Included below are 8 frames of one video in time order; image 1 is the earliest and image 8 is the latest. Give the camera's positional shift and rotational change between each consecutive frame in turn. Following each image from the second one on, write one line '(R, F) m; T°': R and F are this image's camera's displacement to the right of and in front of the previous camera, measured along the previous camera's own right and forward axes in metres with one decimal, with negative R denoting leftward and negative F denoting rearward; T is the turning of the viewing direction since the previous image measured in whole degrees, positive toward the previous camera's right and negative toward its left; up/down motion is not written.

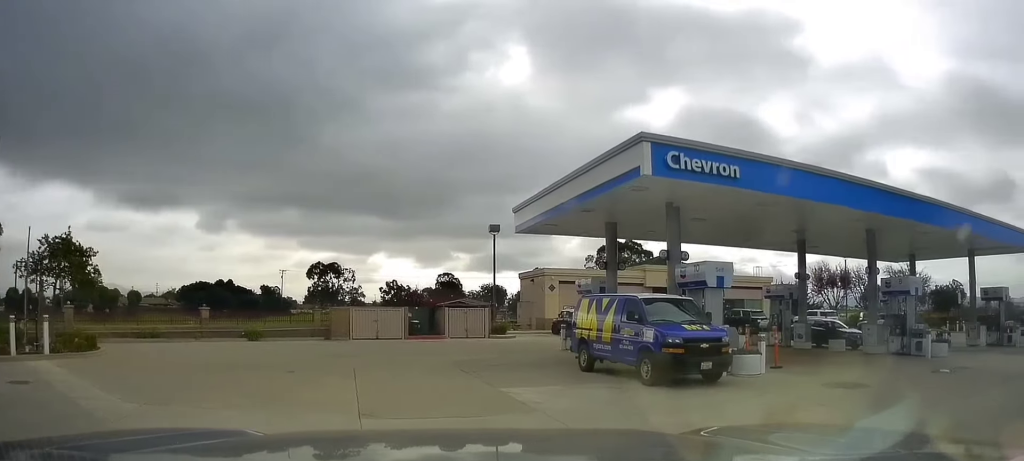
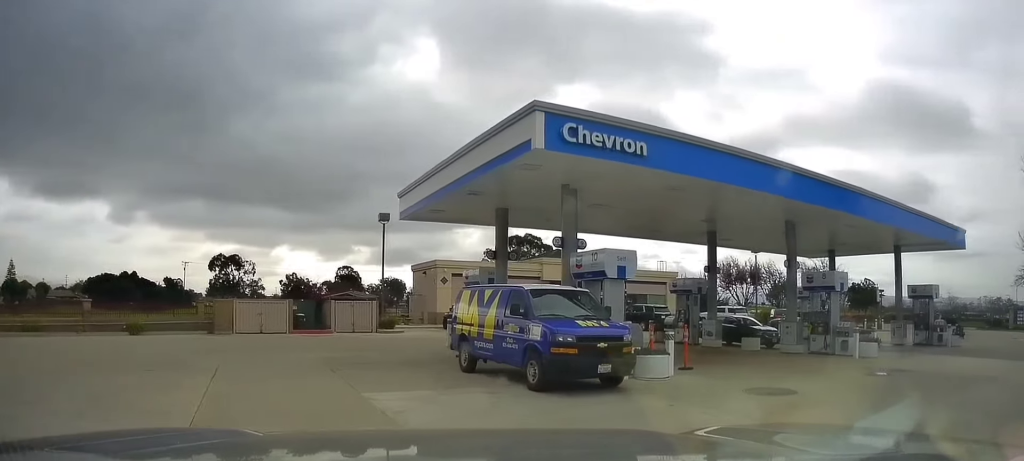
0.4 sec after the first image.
(+0.4, +2.1) m; +10°
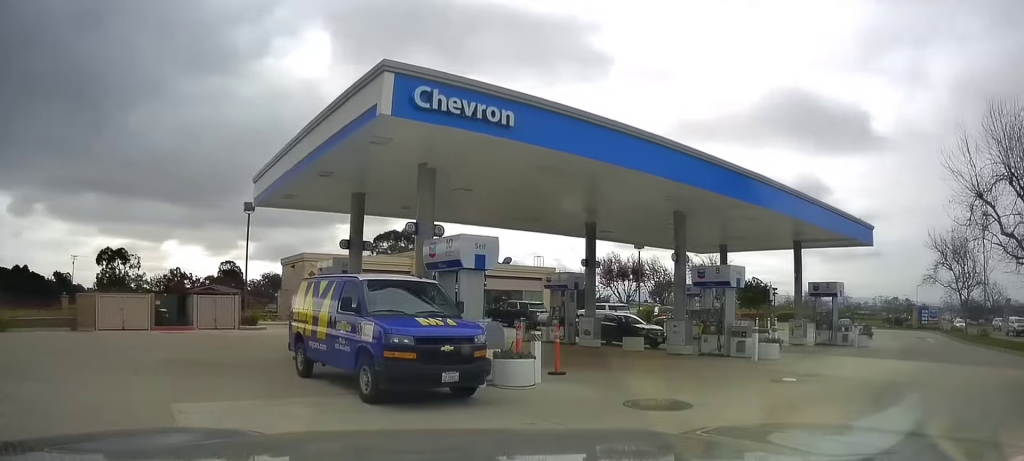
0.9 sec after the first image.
(+0.1, +2.3) m; +11°
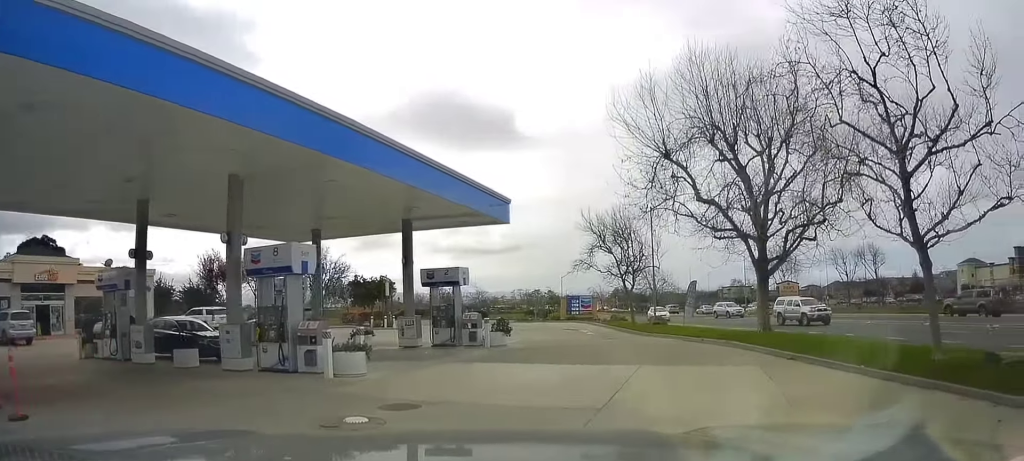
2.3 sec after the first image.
(+2.3, +5.5) m; +38°
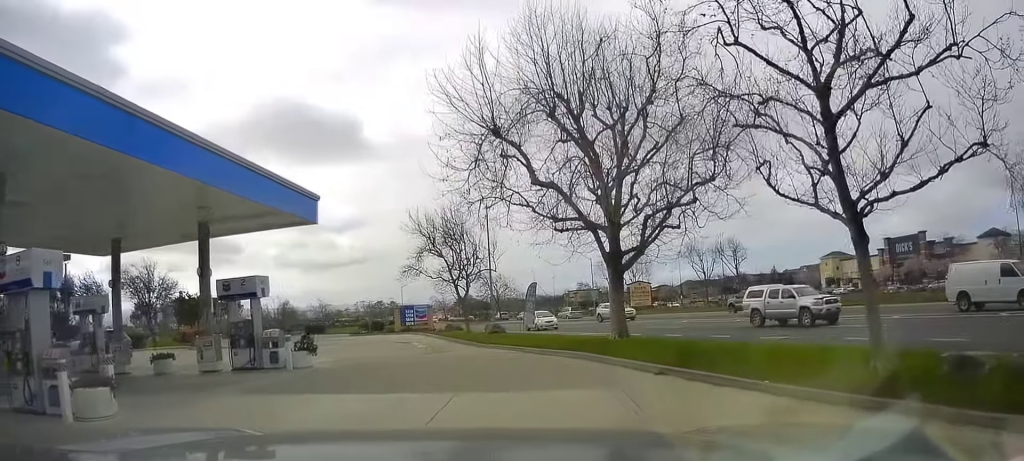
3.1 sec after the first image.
(+0.7, +3.8) m; +10°
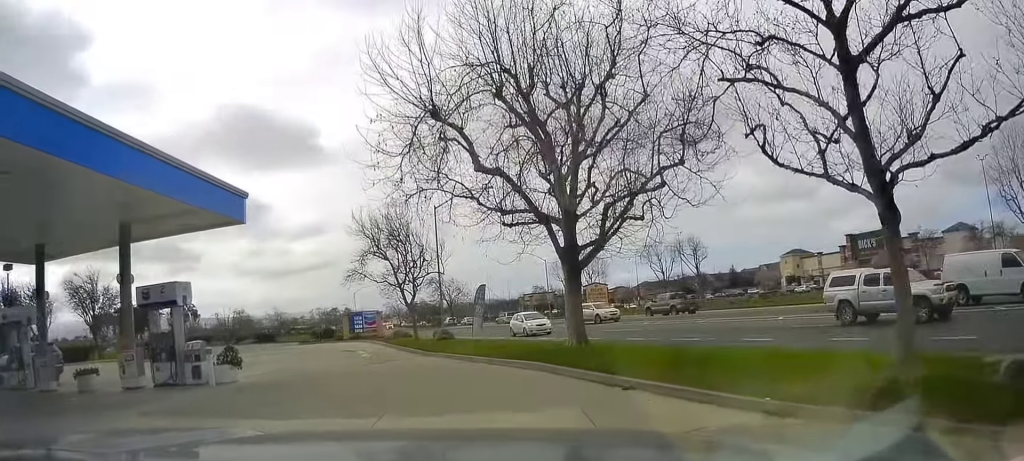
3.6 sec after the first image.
(-0.2, +2.3) m; +2°
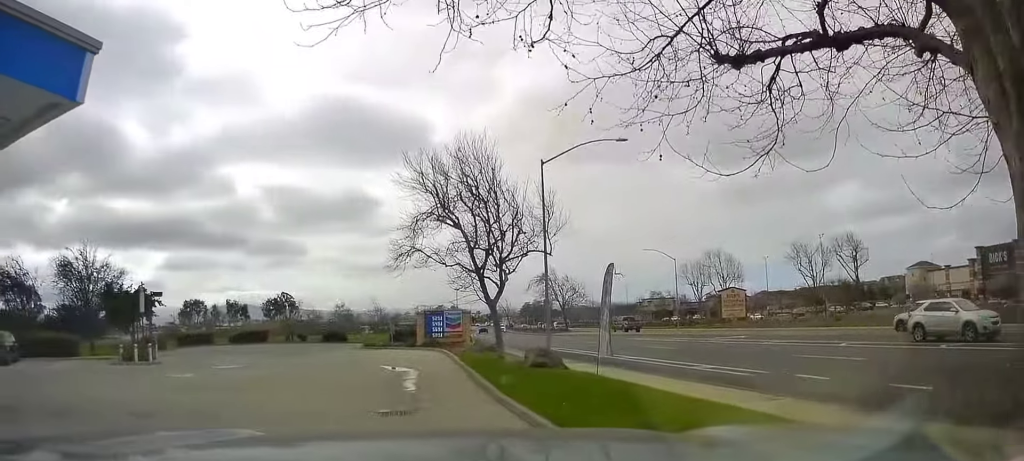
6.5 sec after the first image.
(+2.8, +13.9) m; +7°
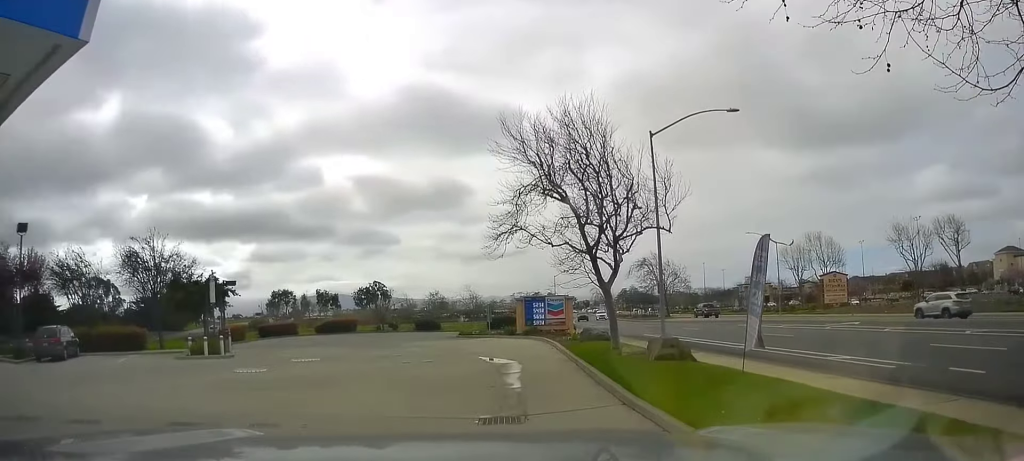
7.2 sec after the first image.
(-0.2, +2.7) m; -6°
